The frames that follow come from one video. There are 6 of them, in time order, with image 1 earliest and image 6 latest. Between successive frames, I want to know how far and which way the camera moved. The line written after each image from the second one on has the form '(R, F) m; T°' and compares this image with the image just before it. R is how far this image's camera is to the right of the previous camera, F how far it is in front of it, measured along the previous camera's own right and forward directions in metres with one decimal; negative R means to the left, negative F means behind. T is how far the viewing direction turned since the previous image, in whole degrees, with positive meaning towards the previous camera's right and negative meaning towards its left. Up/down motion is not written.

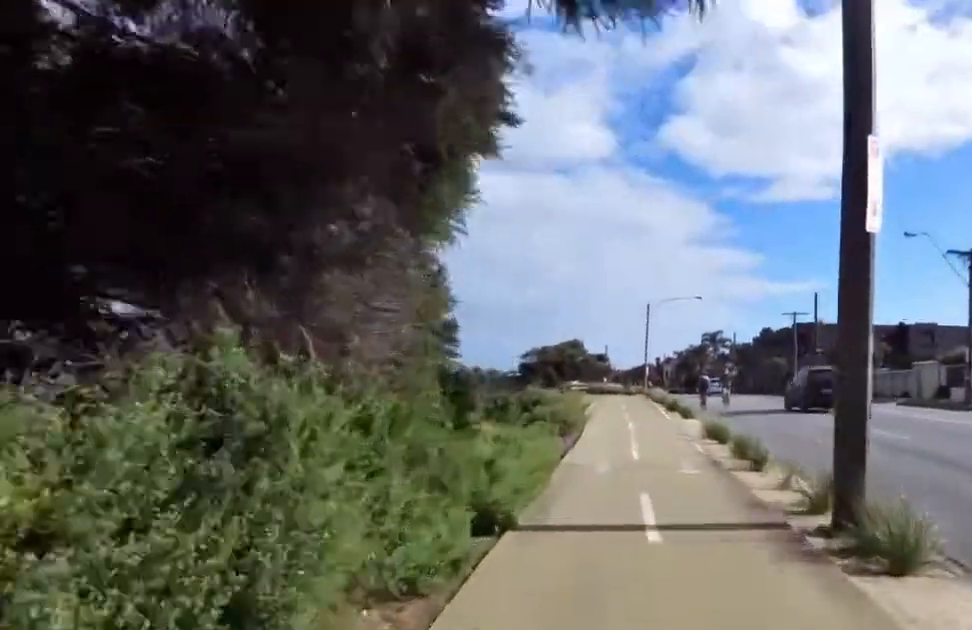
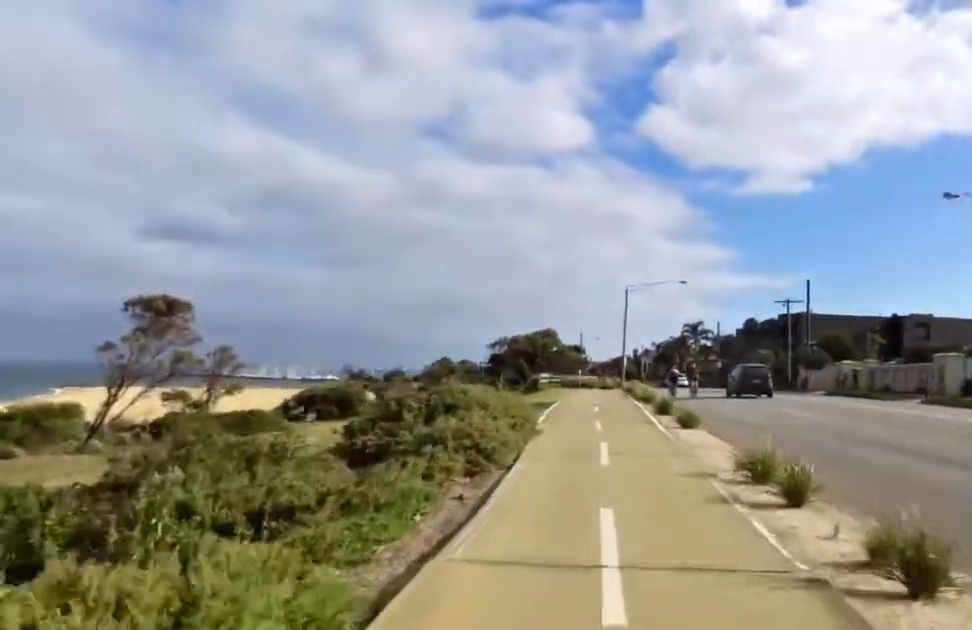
(-0.5, +6.8) m; -1°
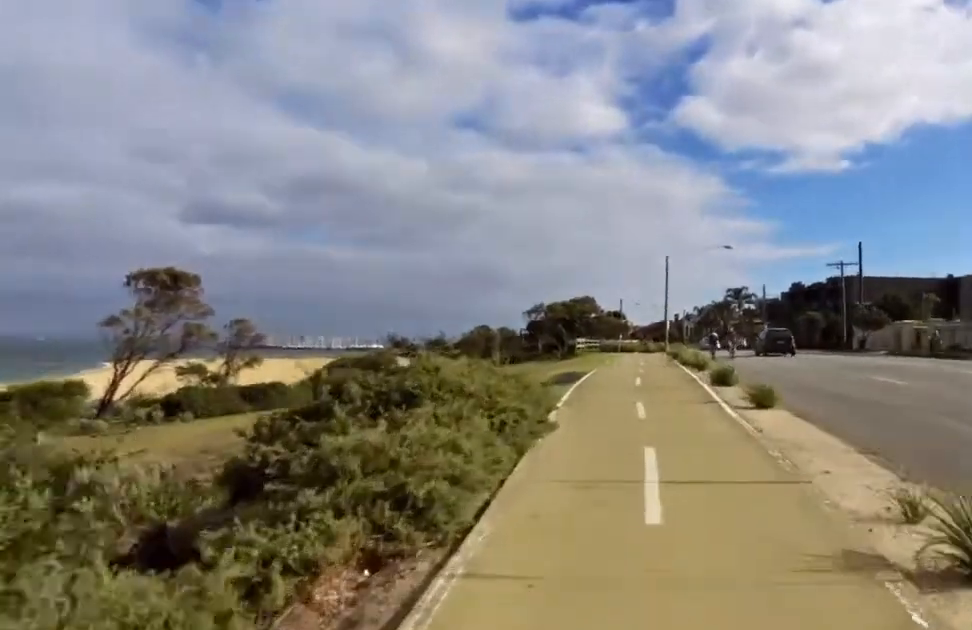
(+0.6, +3.9) m; 0°
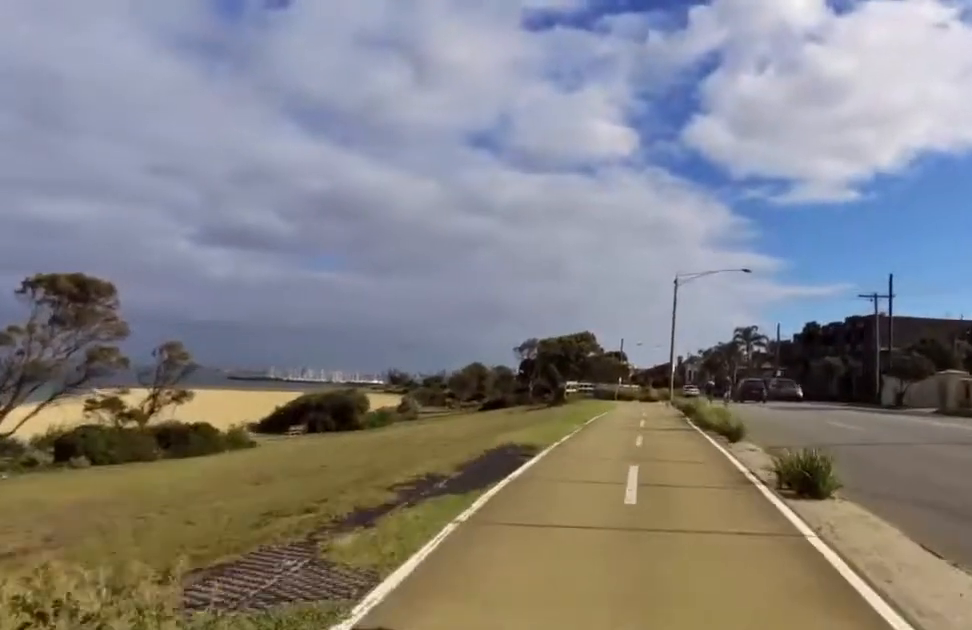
(-0.8, +7.7) m; +2°
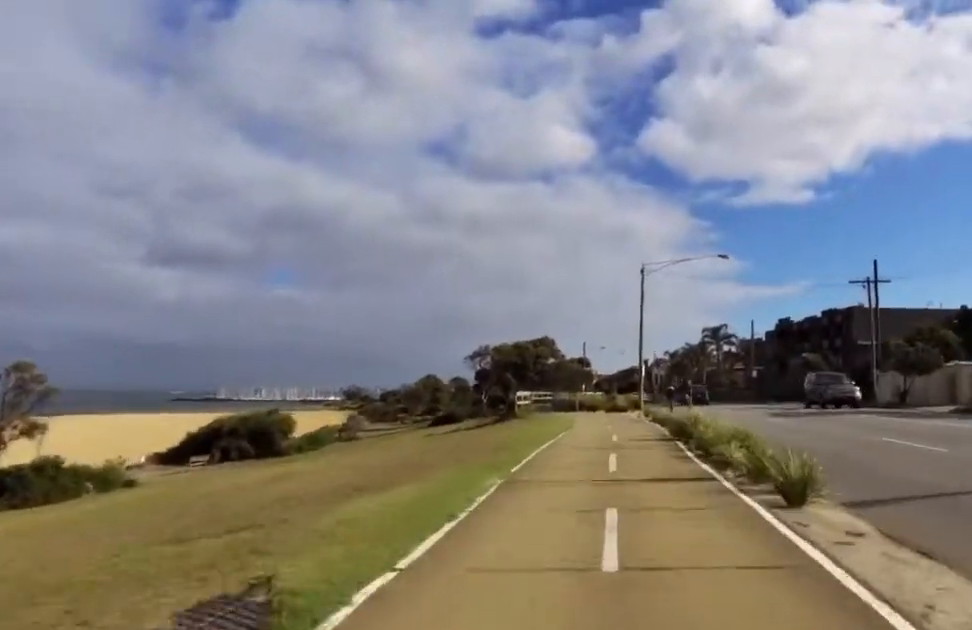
(+1.1, +7.1) m; +9°
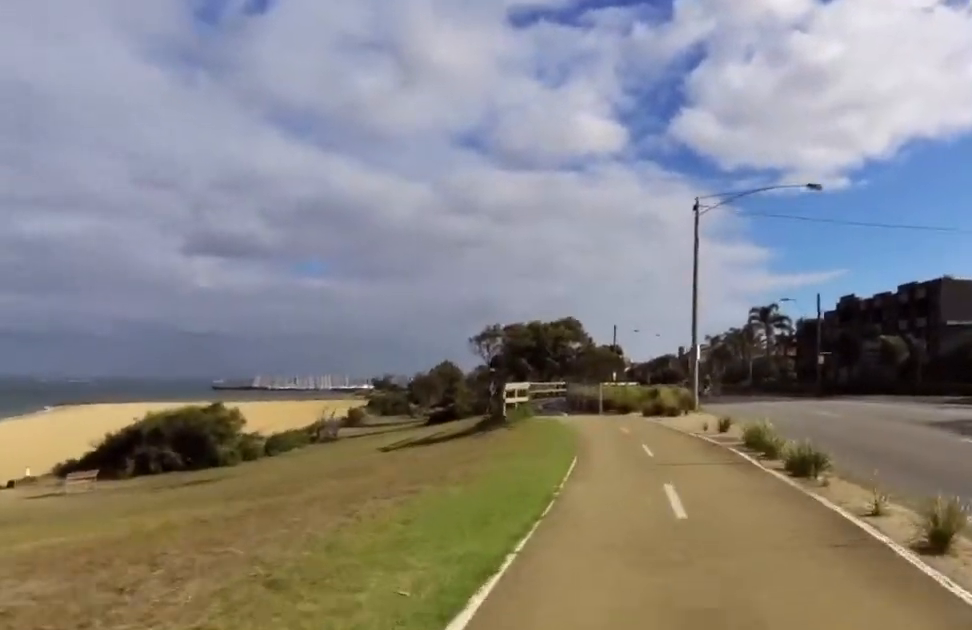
(-0.1, +13.9) m; -7°
